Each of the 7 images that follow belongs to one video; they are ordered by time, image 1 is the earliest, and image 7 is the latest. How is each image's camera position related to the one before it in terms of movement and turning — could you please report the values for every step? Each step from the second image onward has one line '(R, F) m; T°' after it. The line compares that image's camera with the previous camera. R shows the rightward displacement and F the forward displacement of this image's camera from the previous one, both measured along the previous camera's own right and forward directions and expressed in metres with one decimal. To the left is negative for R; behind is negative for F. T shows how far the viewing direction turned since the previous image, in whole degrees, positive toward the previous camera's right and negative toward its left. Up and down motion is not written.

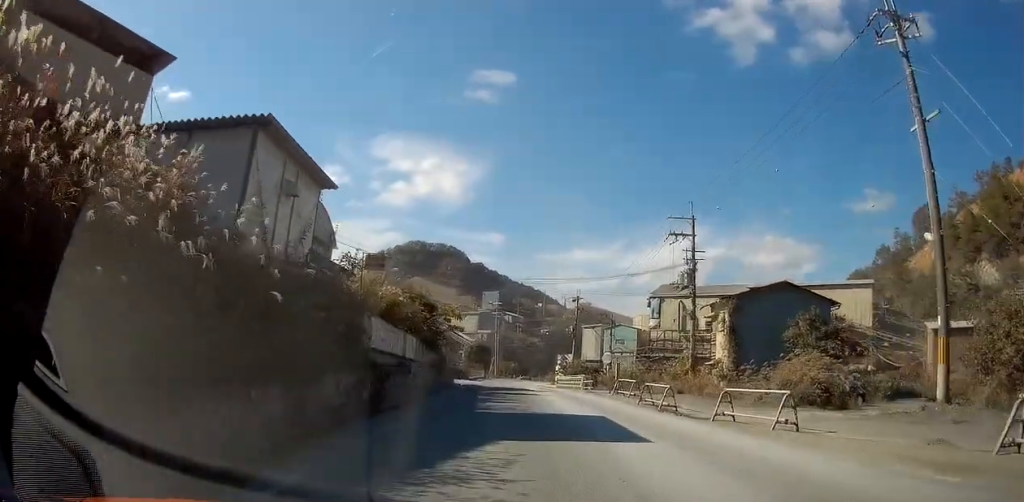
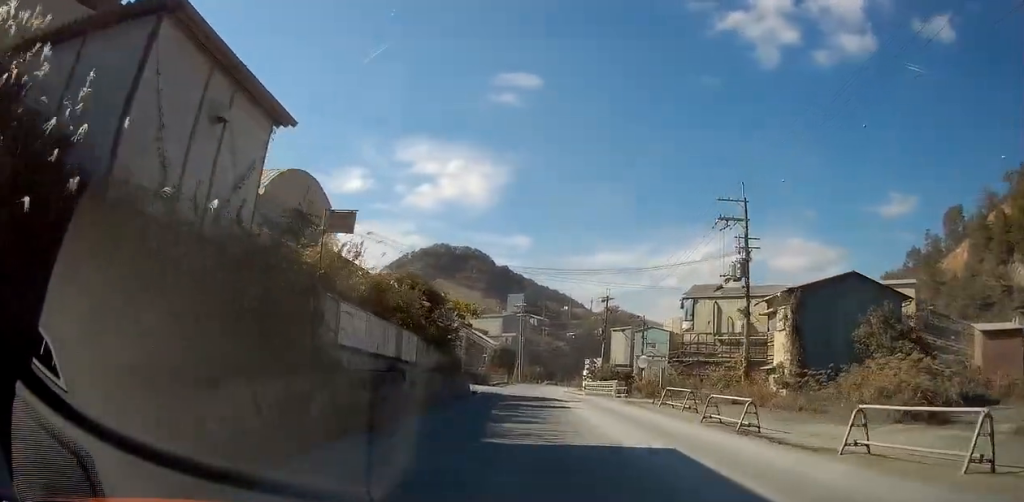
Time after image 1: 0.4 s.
(-0.1, +5.3) m; -3°
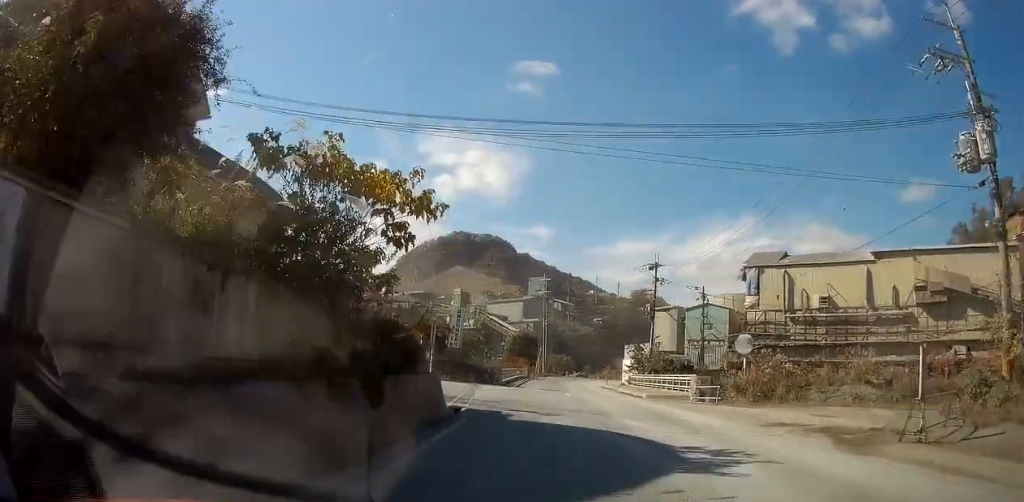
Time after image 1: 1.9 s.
(-1.0, +18.2) m; -3°
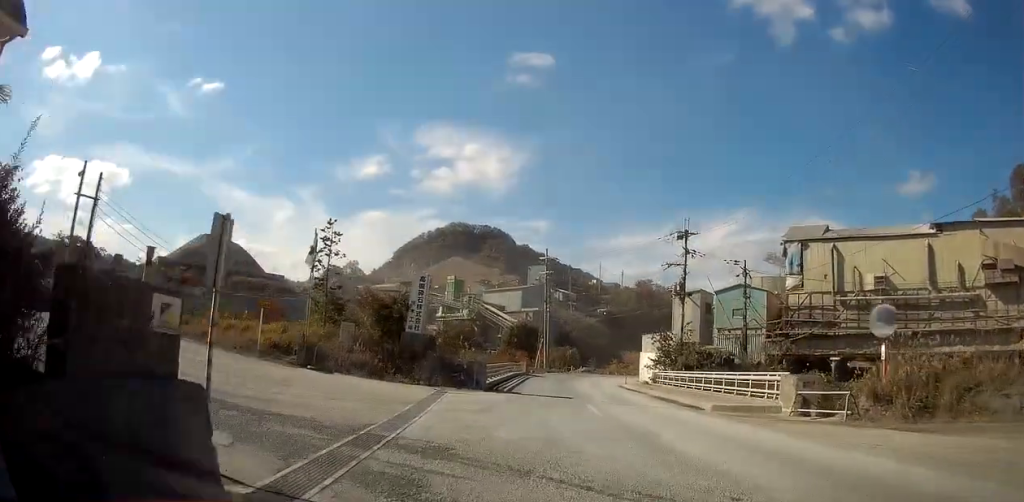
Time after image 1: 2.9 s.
(+0.2, +12.5) m; 0°
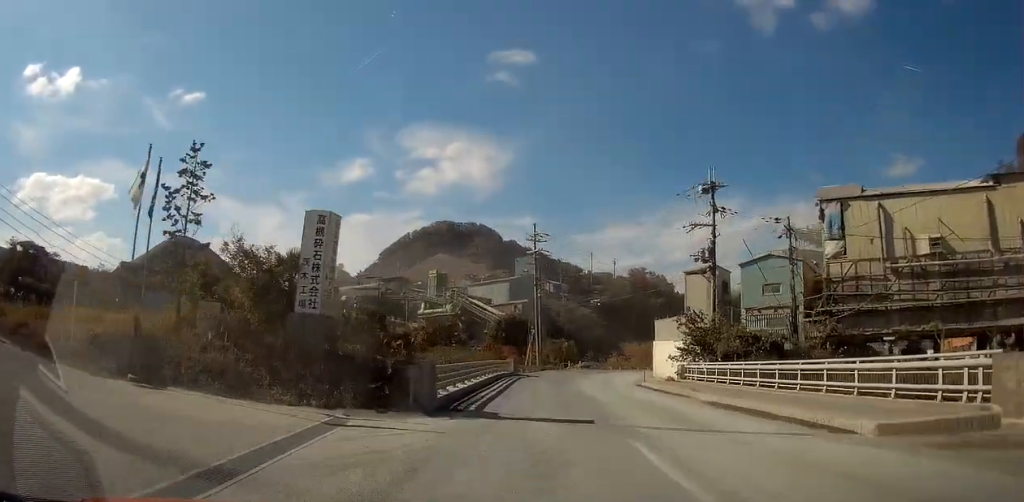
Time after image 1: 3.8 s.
(0.0, +11.2) m; 0°
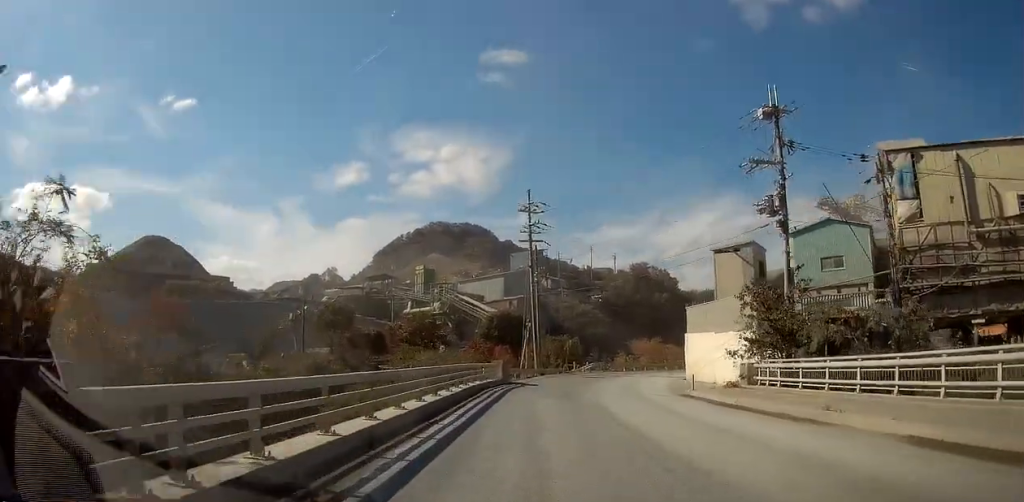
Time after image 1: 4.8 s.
(0.0, +12.2) m; 0°
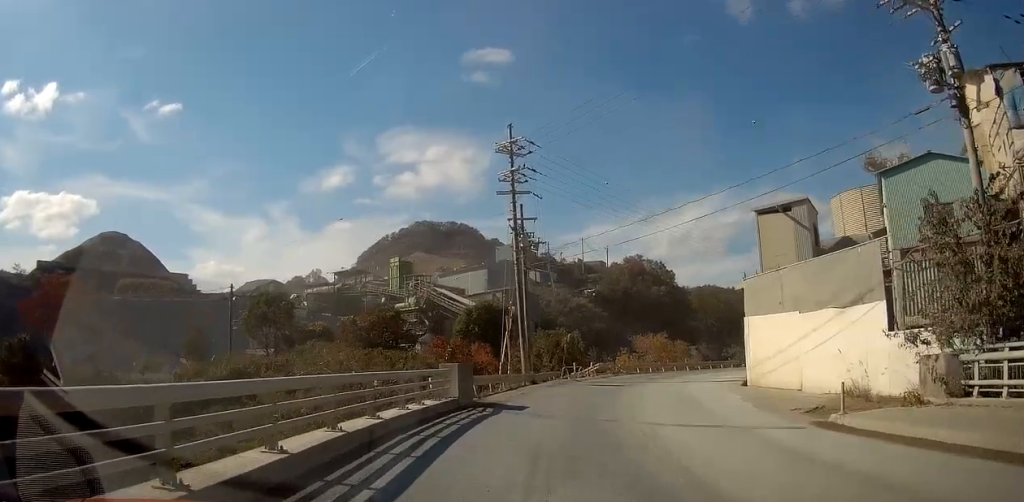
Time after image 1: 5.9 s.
(+0.1, +13.7) m; +2°
